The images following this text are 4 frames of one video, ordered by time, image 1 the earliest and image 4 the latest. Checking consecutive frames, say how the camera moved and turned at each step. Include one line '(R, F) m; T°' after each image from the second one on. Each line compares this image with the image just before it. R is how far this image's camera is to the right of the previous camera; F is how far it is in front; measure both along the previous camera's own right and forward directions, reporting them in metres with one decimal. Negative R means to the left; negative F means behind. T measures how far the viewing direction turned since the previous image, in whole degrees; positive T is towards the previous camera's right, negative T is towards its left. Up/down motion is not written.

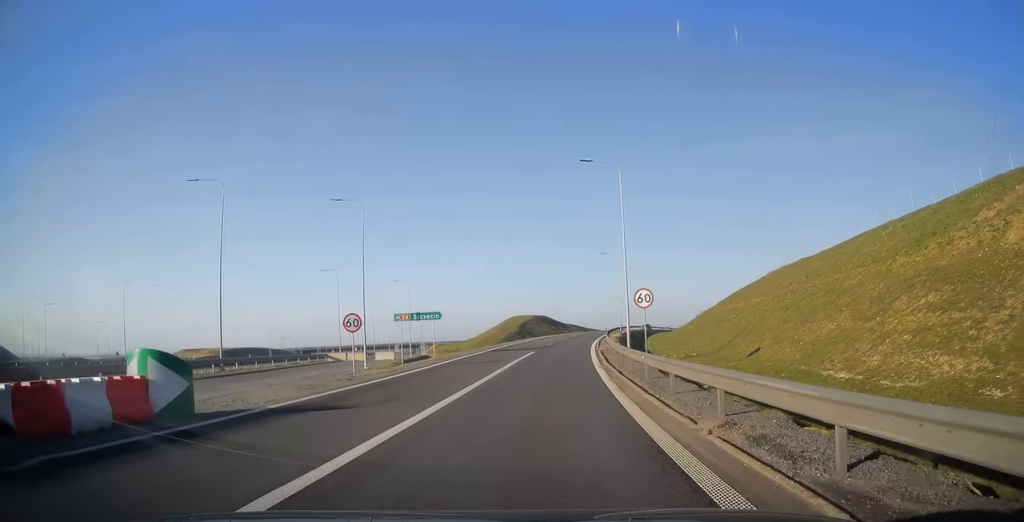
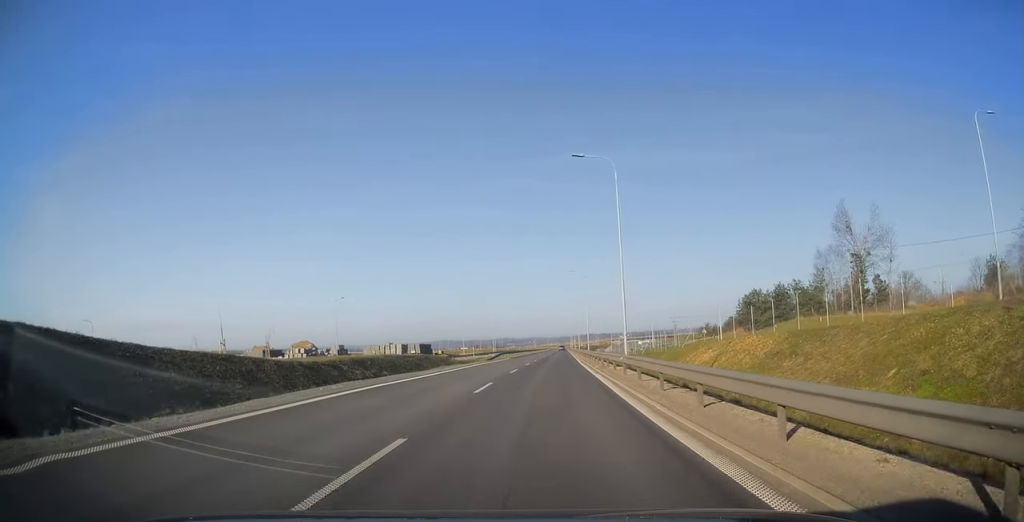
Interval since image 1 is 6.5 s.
(+19.6, +136.5) m; +16°
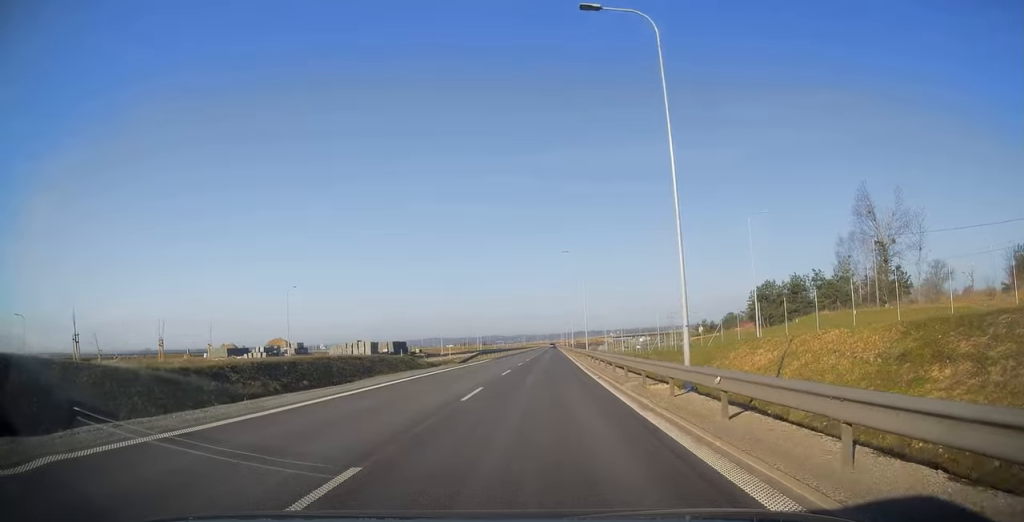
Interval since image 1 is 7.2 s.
(+0.2, +13.7) m; +2°
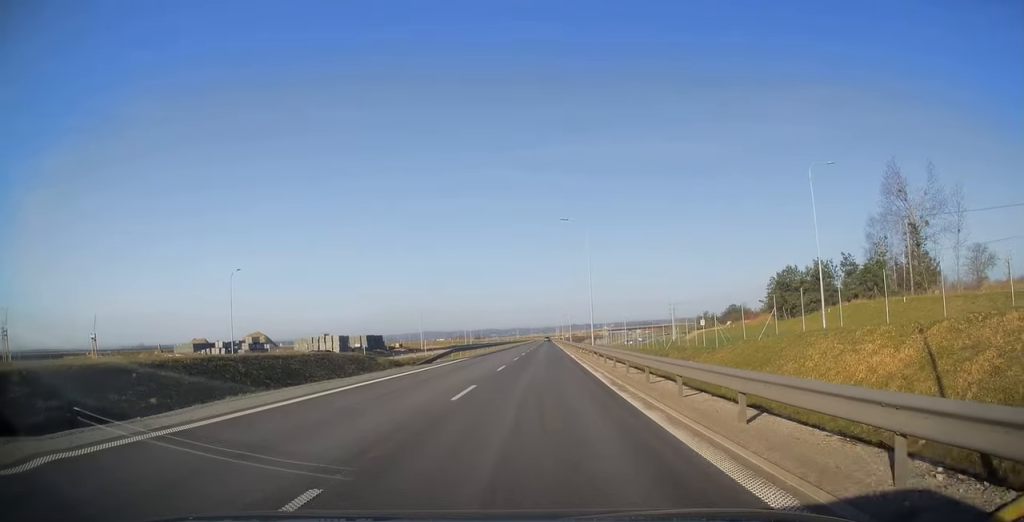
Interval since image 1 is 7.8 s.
(+0.3, +13.0) m; 0°
